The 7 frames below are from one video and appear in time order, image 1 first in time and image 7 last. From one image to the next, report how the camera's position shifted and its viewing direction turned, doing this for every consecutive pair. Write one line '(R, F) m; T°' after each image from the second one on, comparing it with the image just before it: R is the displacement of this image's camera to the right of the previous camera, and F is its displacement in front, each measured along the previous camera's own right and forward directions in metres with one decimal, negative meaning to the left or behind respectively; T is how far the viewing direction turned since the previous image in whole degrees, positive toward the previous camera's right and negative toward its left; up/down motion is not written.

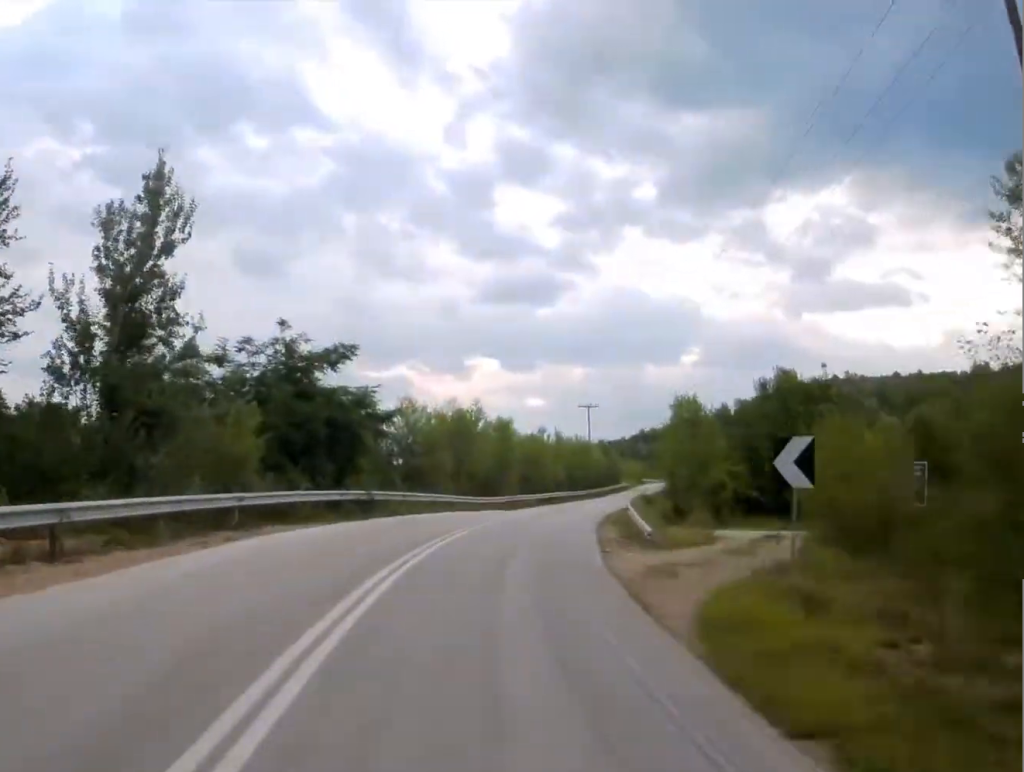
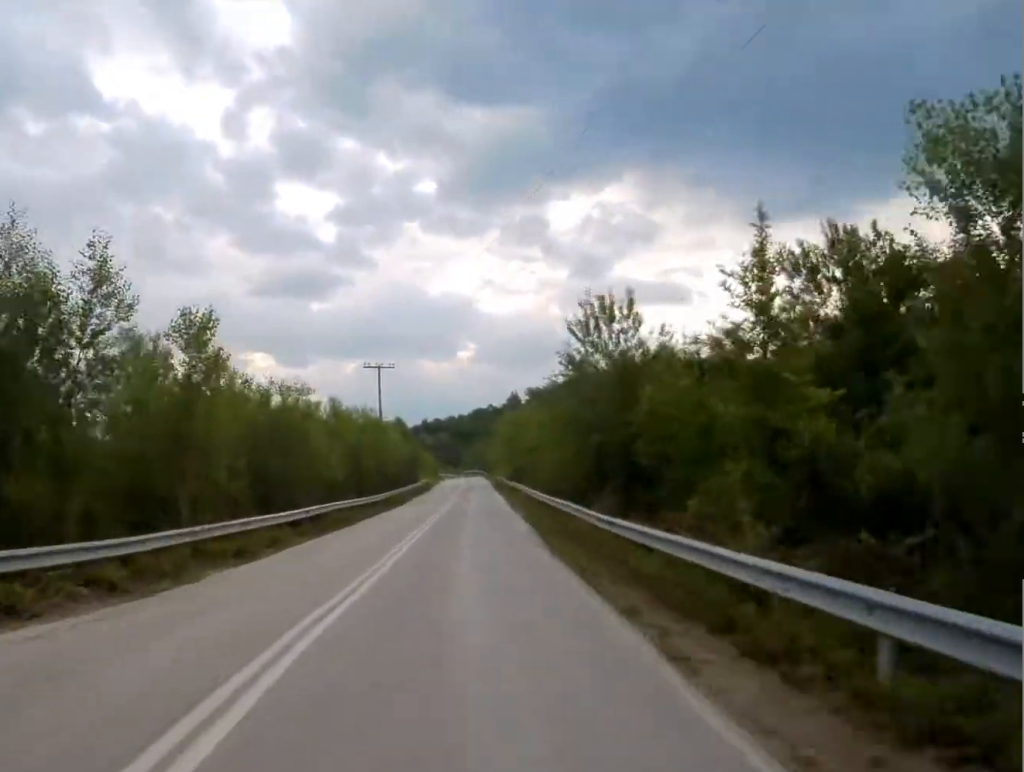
(+3.8, +36.9) m; +15°
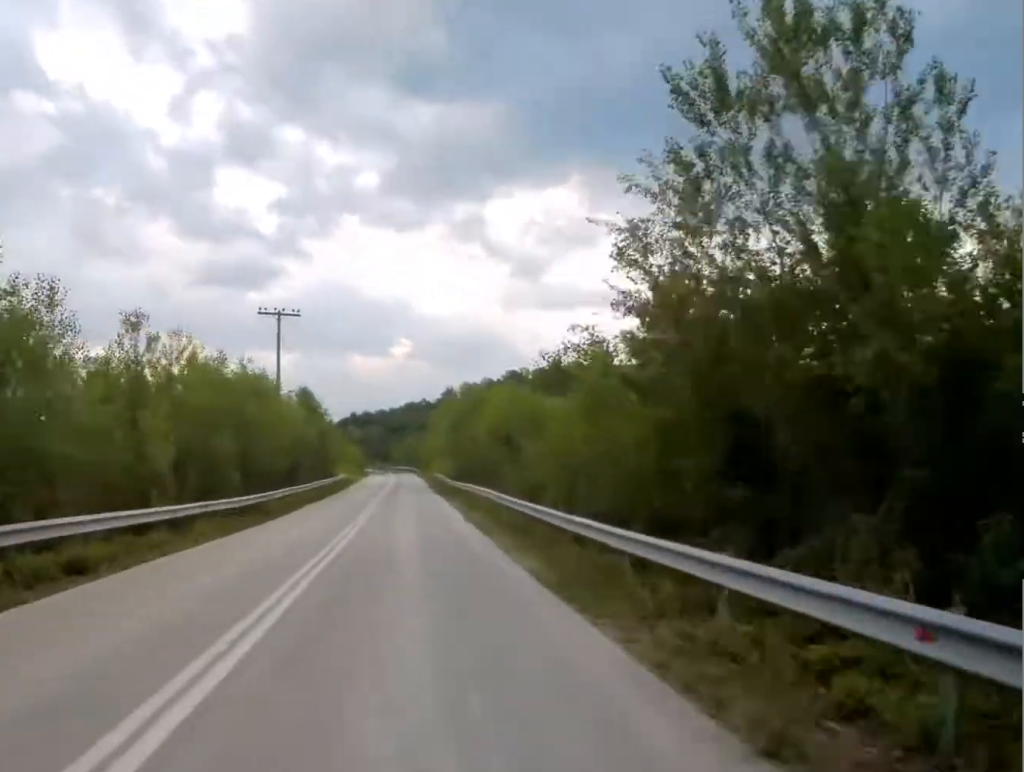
(+1.6, +21.5) m; +5°
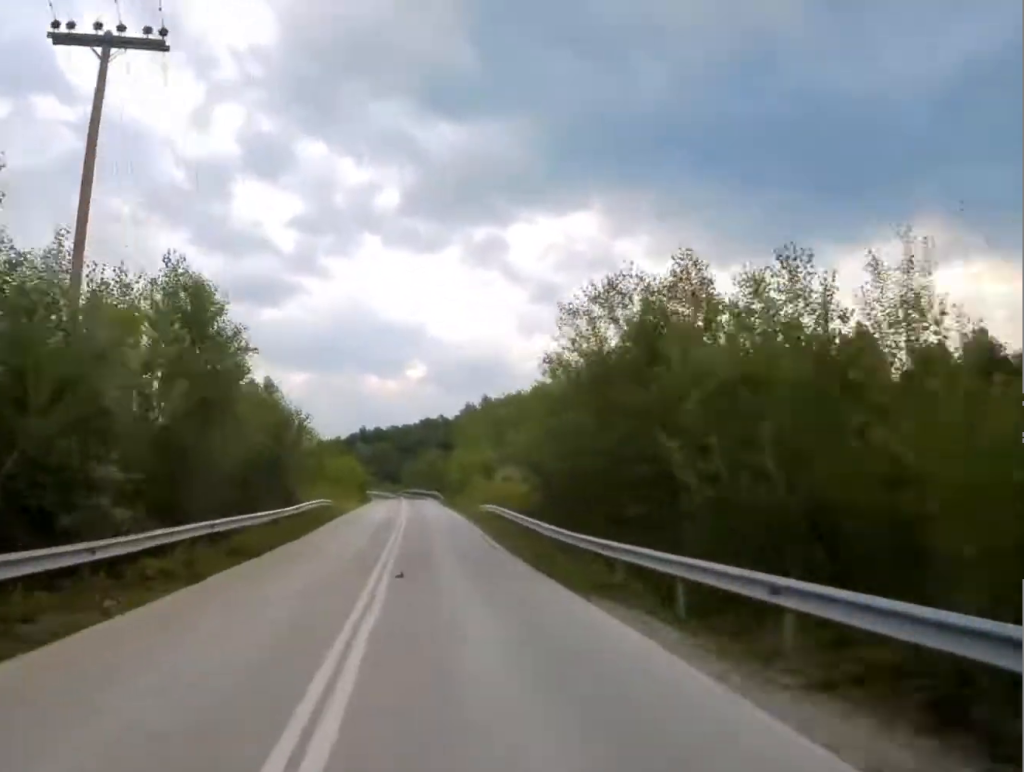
(+1.3, +36.2) m; +3°
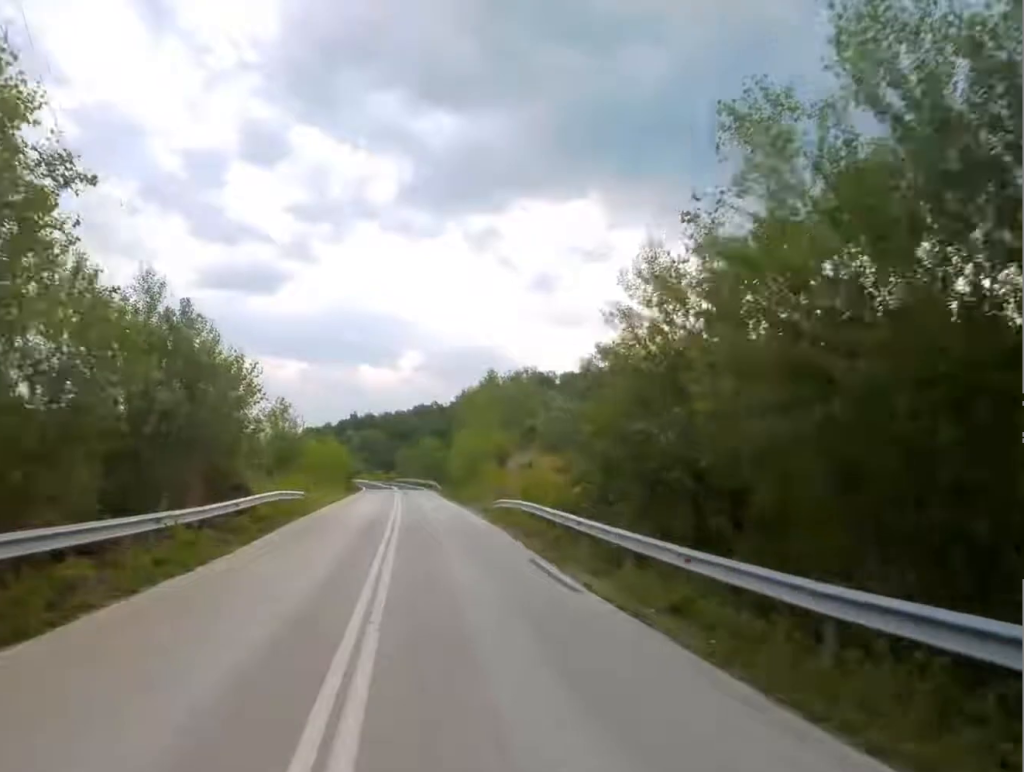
(0.0, +13.5) m; 0°
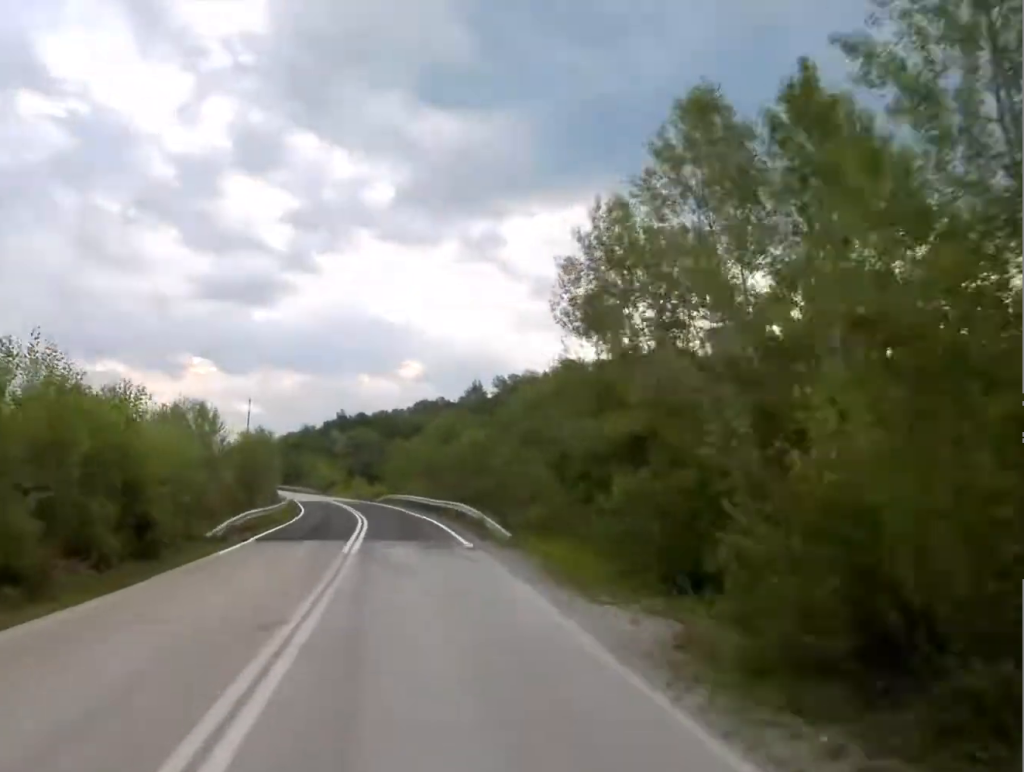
(+0.3, +60.9) m; 0°
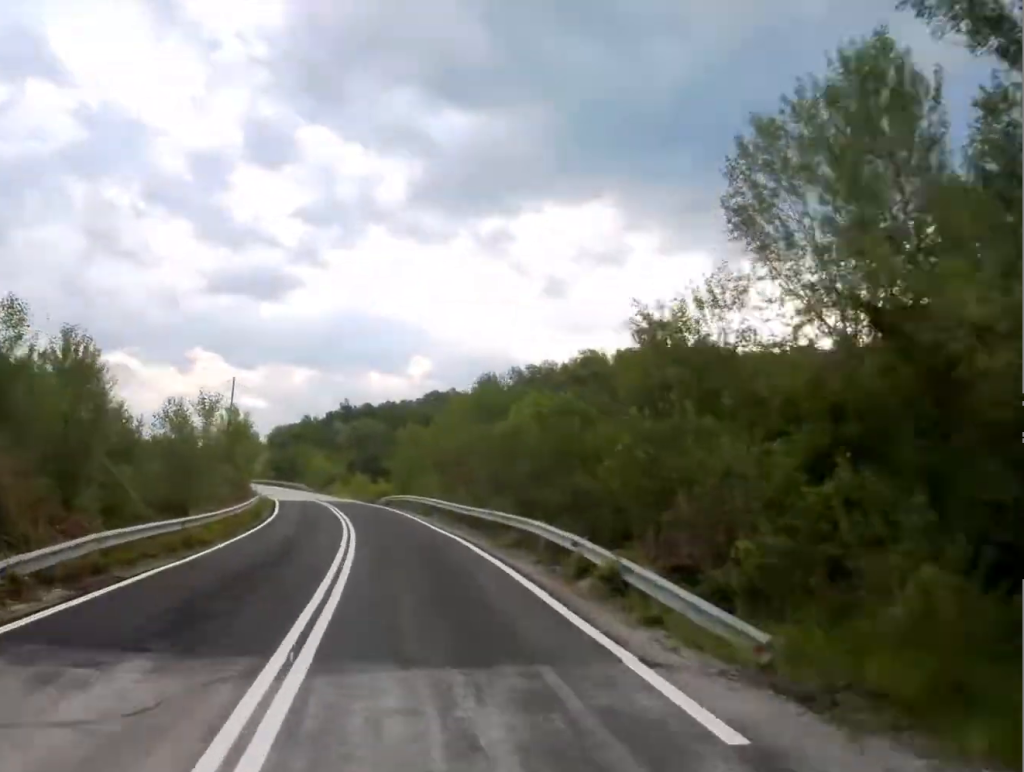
(+0.1, +18.0) m; -1°
